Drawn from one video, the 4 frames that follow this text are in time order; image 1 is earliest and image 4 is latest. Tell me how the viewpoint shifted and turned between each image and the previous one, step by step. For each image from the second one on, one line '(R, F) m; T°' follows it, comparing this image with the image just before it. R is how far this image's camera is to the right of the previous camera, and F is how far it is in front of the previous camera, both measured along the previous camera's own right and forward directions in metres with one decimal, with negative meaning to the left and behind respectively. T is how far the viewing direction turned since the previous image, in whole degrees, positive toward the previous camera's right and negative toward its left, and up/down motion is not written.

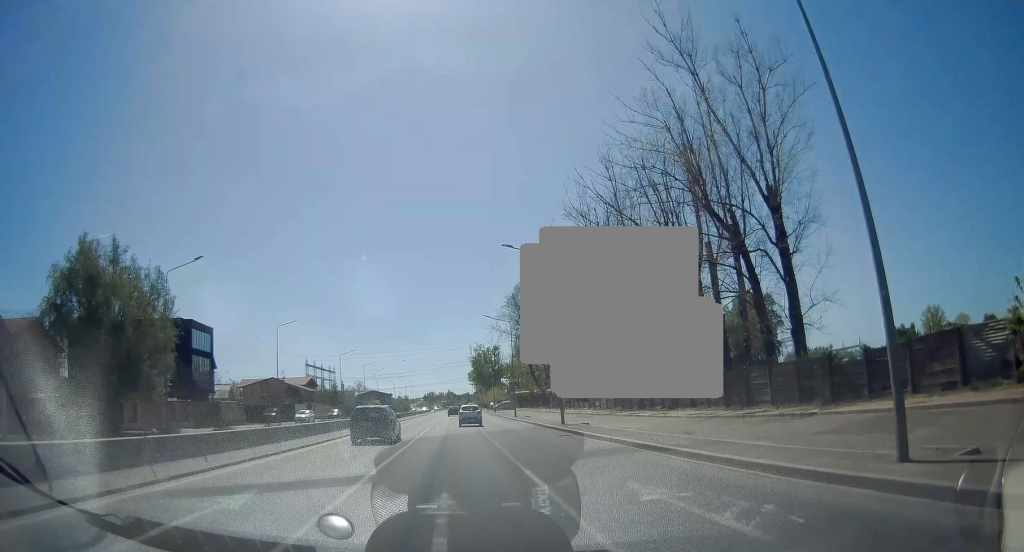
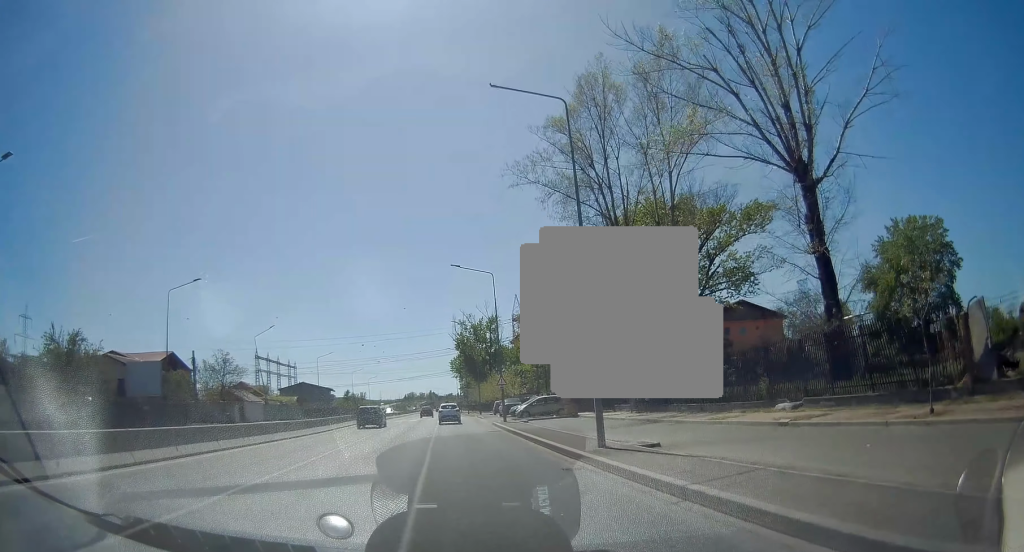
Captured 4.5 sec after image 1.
(+1.7, +74.8) m; +2°
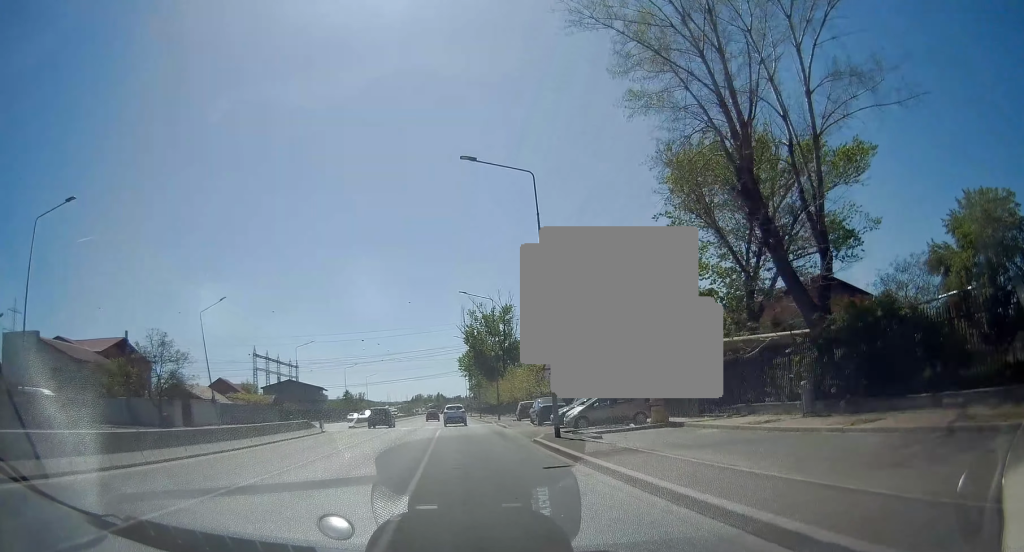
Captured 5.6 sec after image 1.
(0.0, +17.6) m; 0°
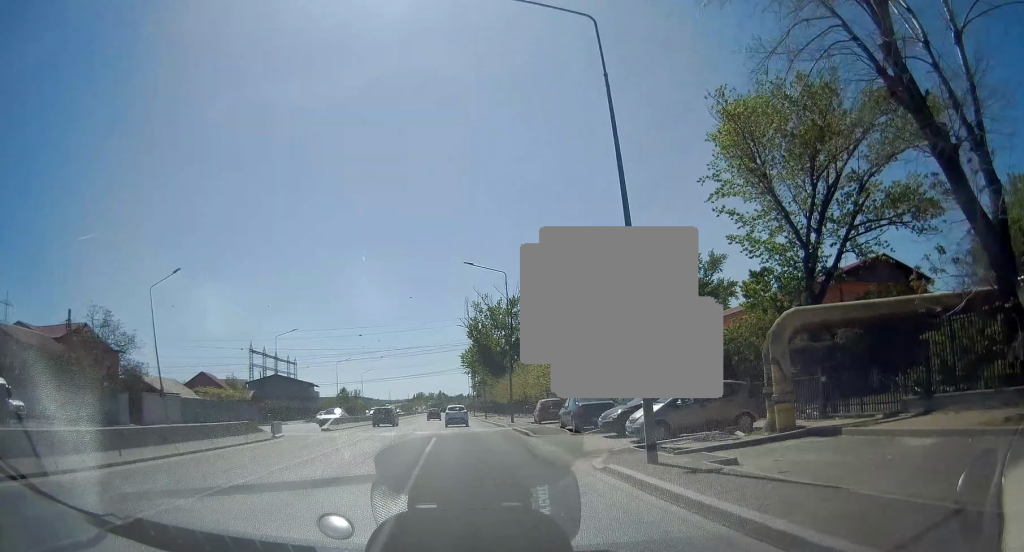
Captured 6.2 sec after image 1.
(0.0, +10.1) m; 0°
